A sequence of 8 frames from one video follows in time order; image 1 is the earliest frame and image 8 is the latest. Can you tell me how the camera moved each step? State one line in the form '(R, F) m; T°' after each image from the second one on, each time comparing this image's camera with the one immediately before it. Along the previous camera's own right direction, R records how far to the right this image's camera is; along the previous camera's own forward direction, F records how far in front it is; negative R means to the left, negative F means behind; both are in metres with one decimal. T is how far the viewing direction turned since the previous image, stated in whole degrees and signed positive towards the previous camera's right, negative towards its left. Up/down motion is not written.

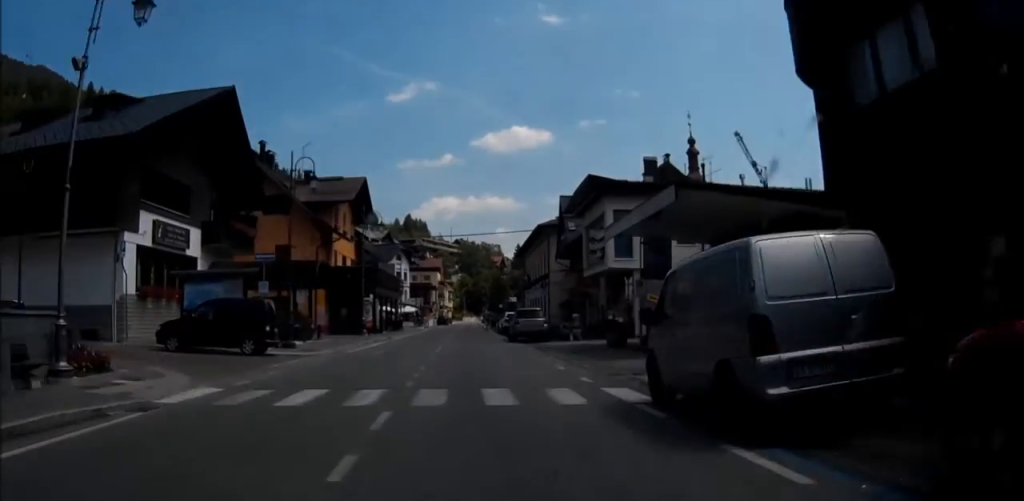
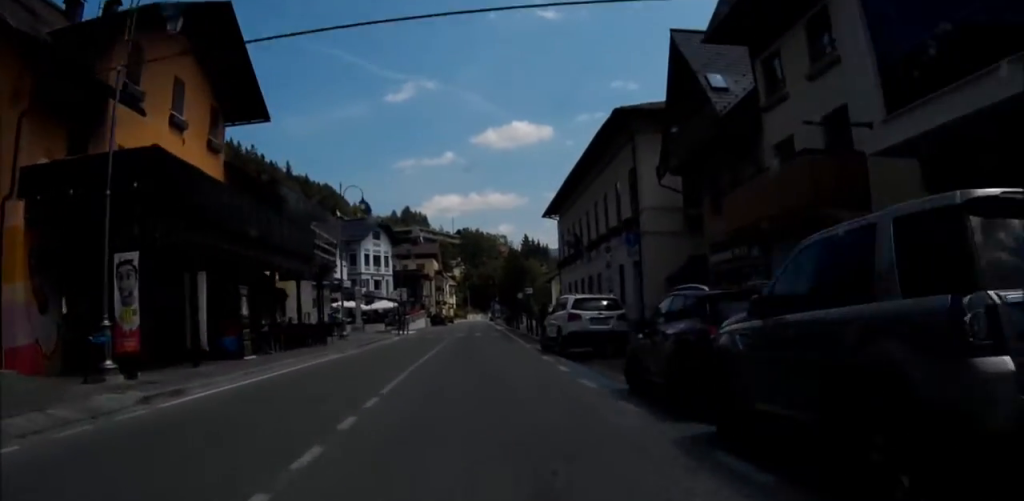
(+0.2, +34.8) m; 0°
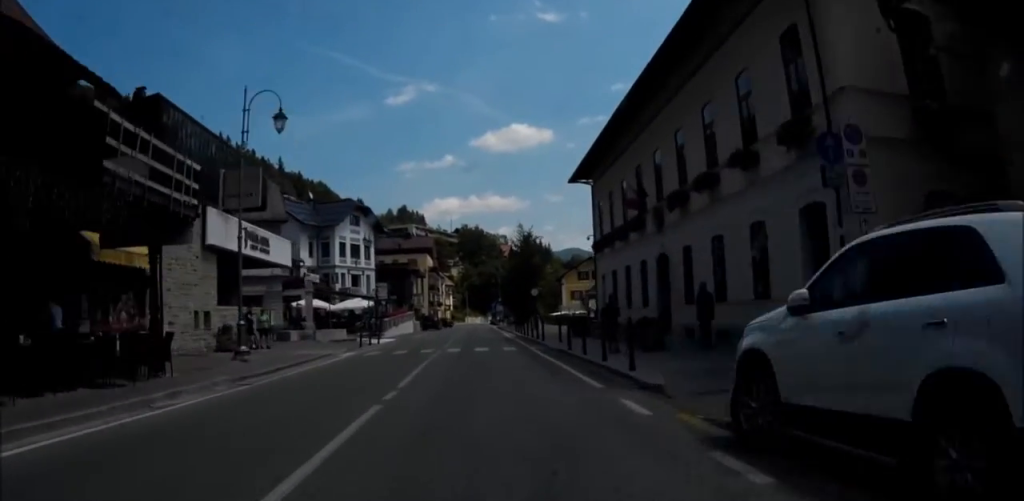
(-0.4, +18.0) m; +1°
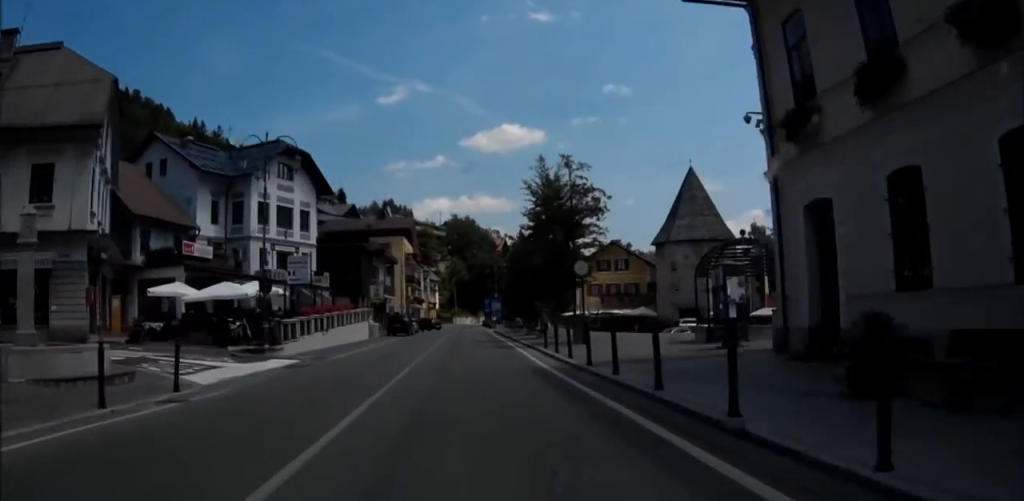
(+0.8, +28.8) m; -1°
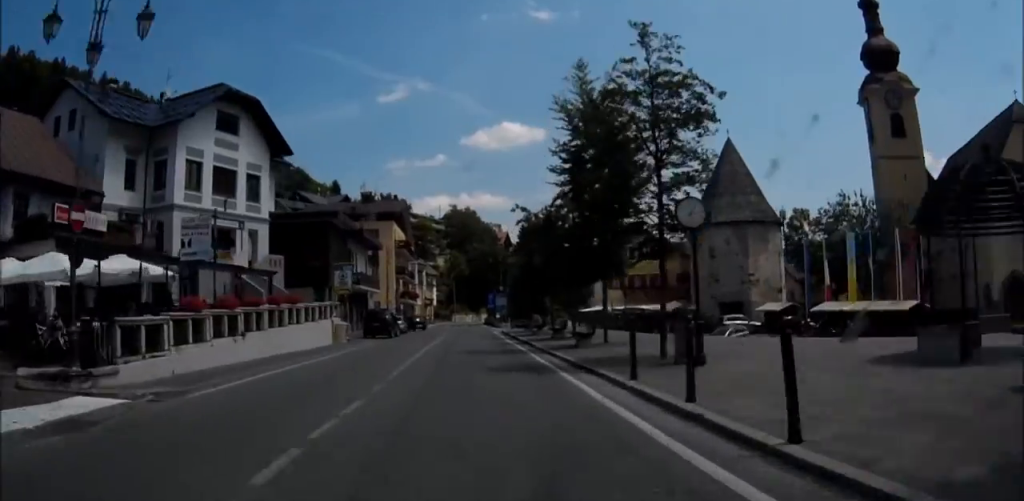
(-0.3, +14.2) m; -1°
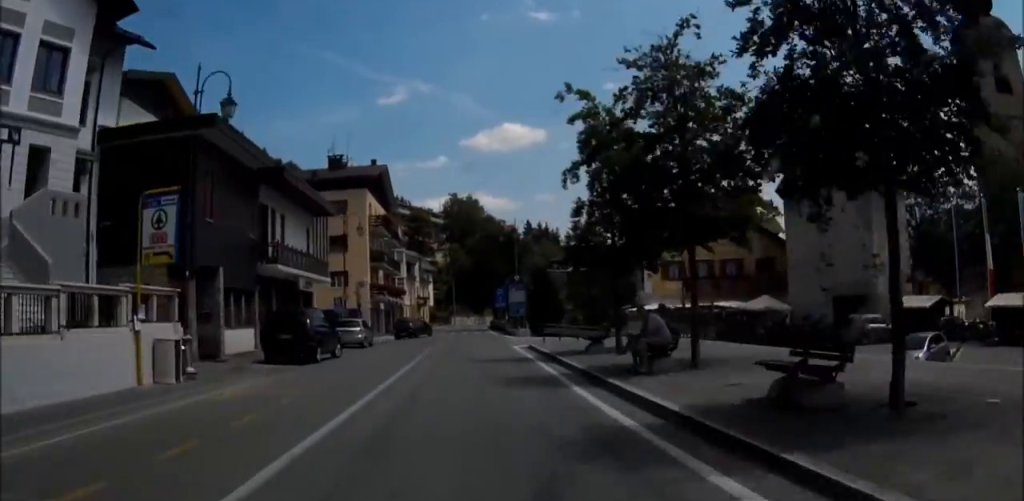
(-0.1, +23.0) m; -1°
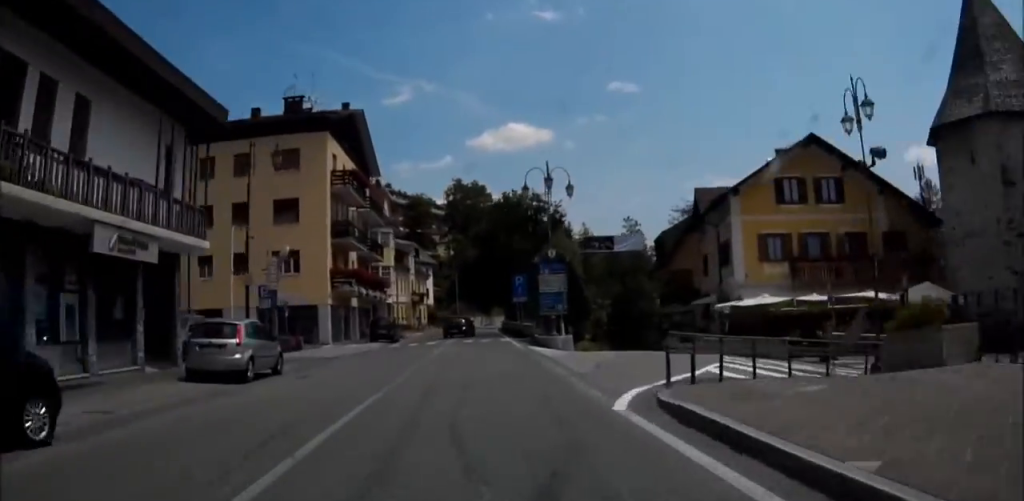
(-0.1, +20.1) m; 0°
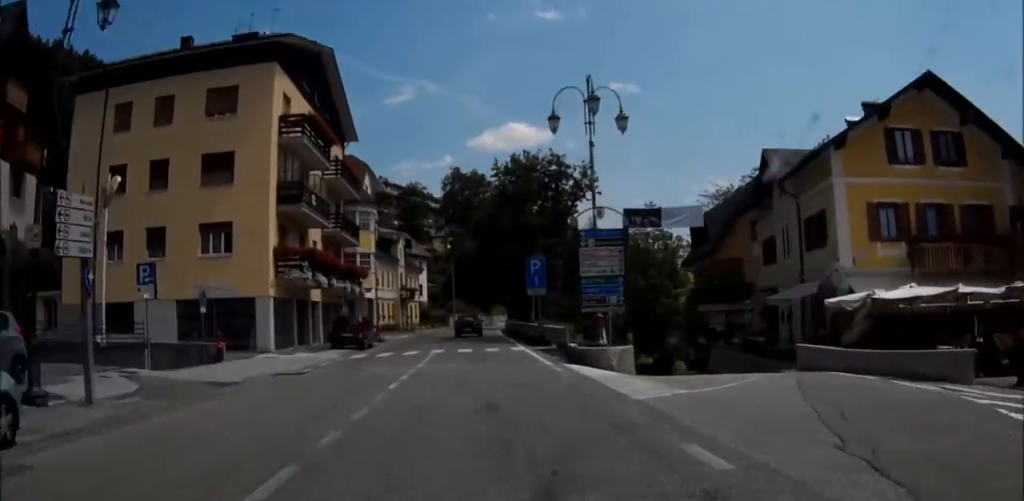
(0.0, +12.8) m; 0°
